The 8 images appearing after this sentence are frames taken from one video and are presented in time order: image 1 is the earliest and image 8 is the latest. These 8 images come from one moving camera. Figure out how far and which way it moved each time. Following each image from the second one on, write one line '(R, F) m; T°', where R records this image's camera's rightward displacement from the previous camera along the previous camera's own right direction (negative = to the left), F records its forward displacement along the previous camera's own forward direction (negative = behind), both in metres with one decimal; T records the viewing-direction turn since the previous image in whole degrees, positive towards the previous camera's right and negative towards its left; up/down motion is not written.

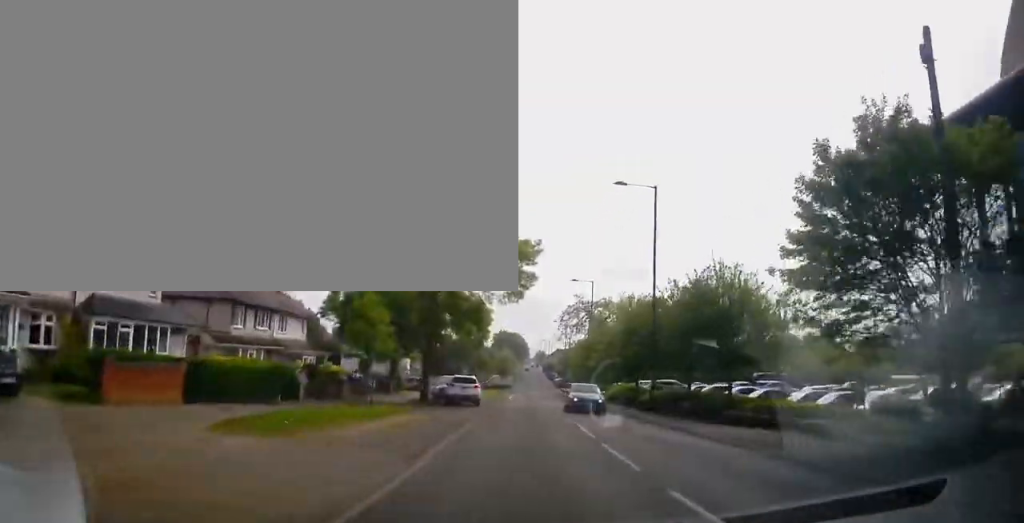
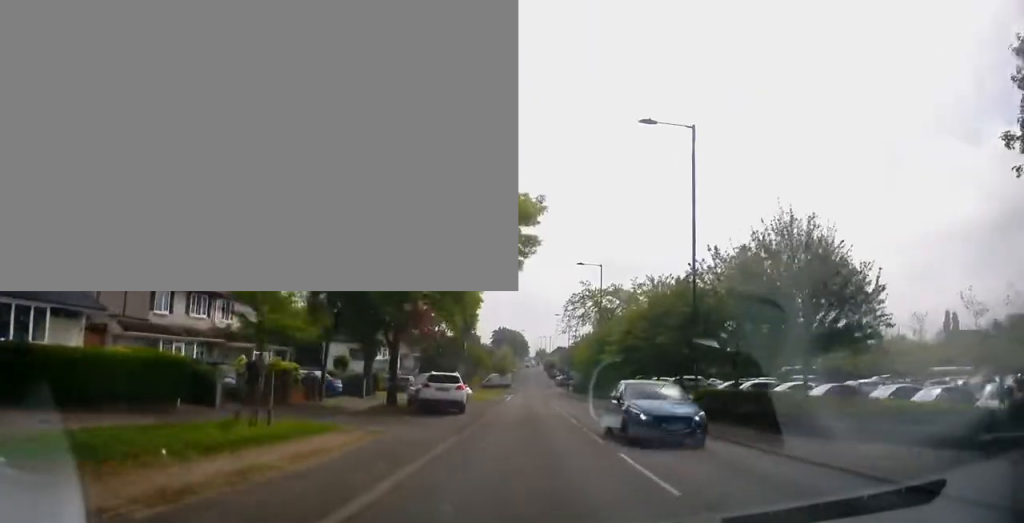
(0.0, +7.8) m; 0°
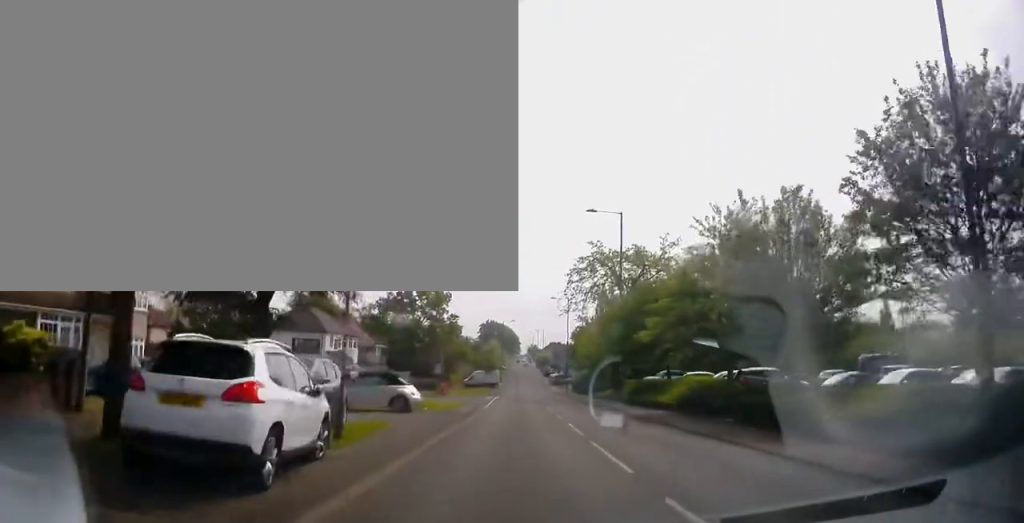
(0.0, +16.3) m; 0°
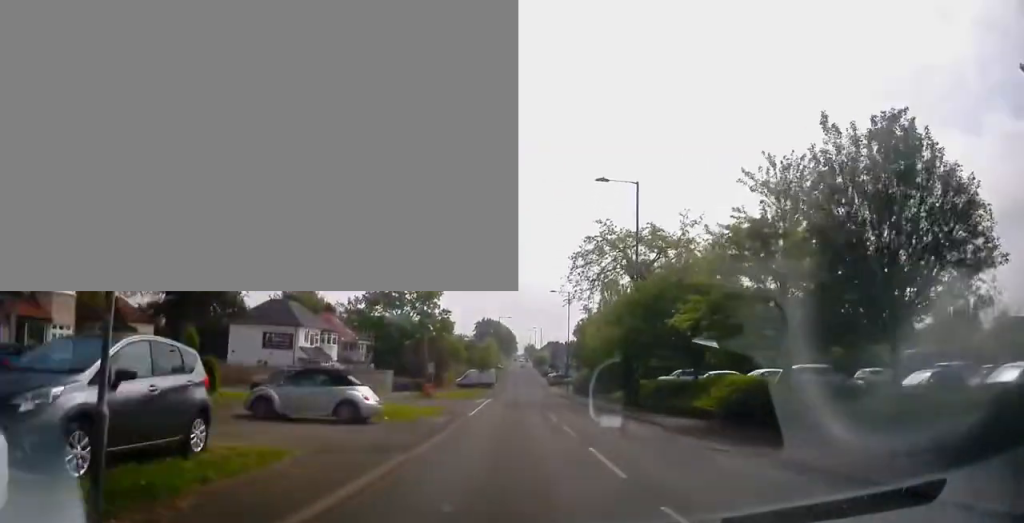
(0.0, +6.3) m; +2°
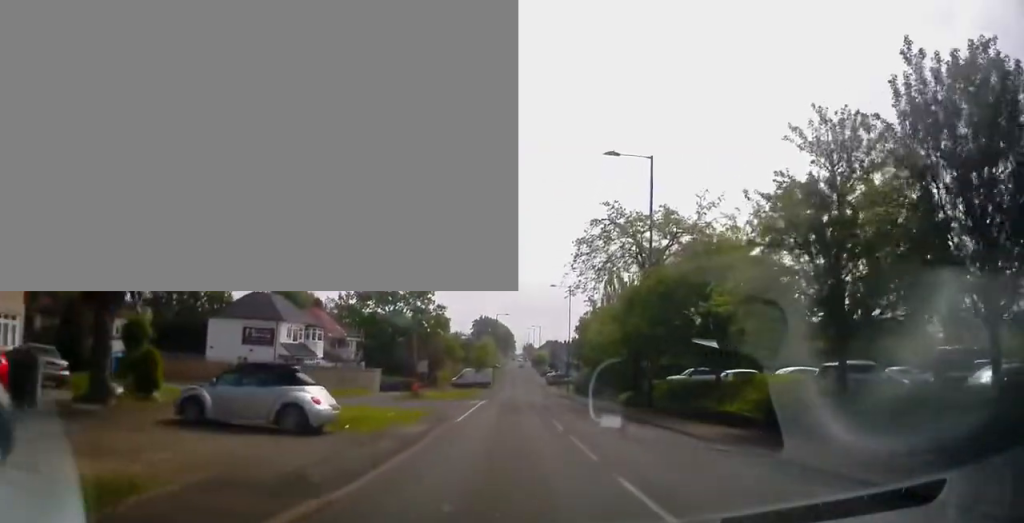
(-0.1, +4.1) m; +2°
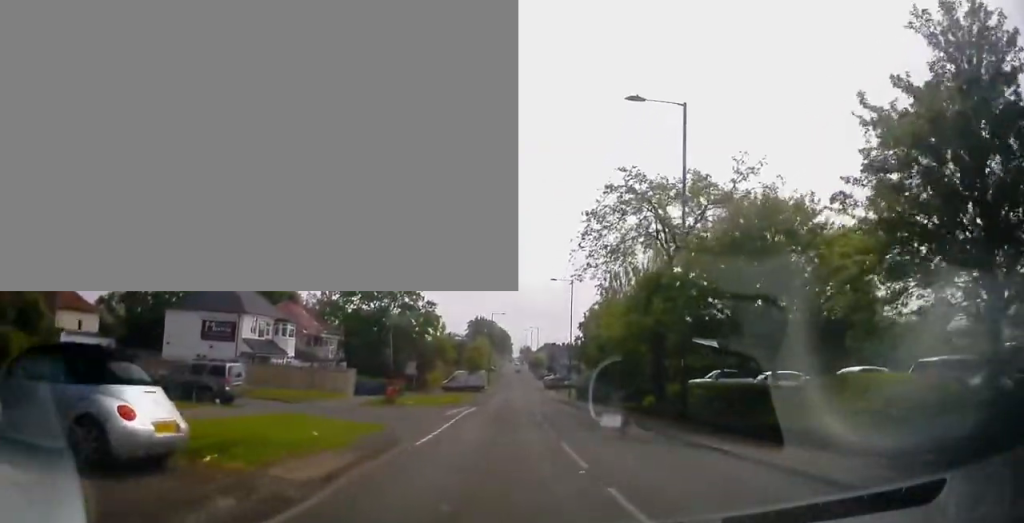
(+0.5, +7.0) m; 0°
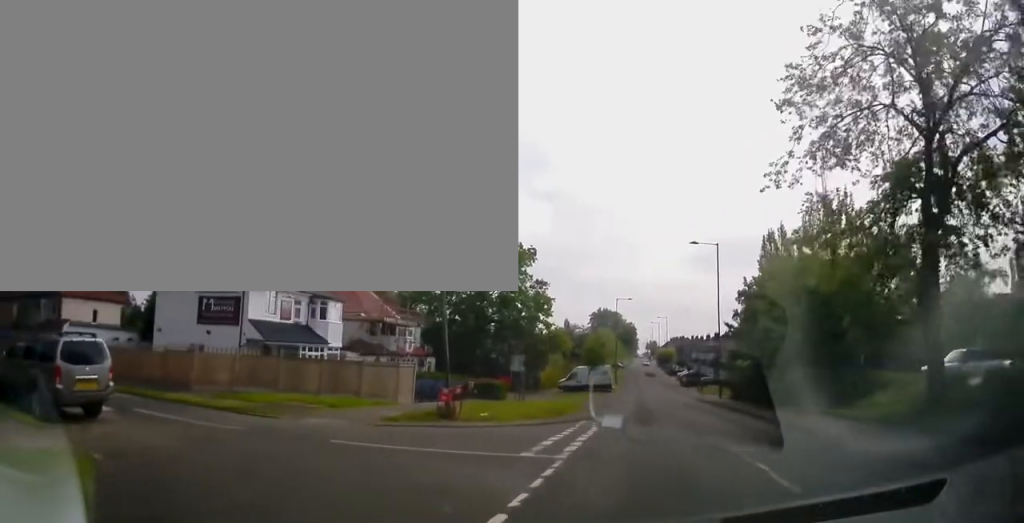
(-1.5, +14.8) m; -16°
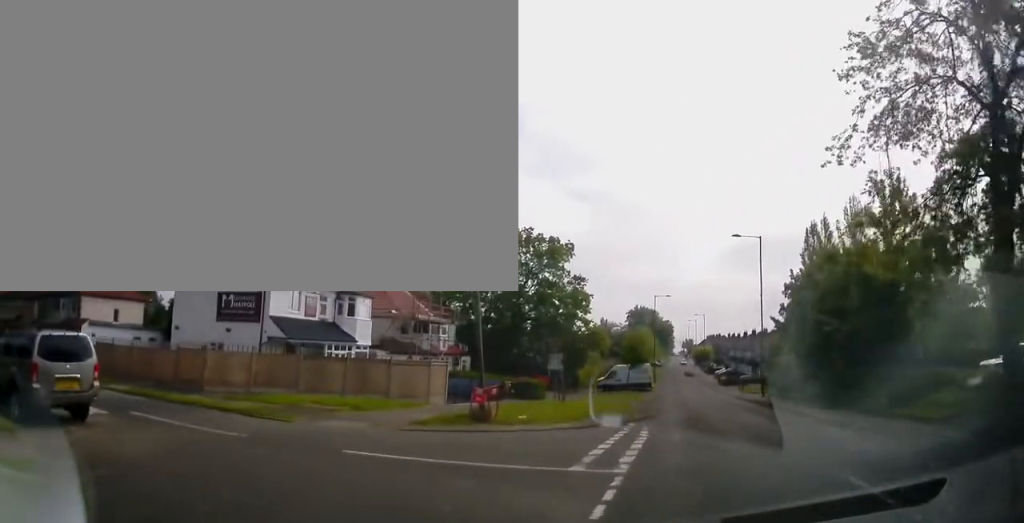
(-0.2, +1.9) m; -6°
